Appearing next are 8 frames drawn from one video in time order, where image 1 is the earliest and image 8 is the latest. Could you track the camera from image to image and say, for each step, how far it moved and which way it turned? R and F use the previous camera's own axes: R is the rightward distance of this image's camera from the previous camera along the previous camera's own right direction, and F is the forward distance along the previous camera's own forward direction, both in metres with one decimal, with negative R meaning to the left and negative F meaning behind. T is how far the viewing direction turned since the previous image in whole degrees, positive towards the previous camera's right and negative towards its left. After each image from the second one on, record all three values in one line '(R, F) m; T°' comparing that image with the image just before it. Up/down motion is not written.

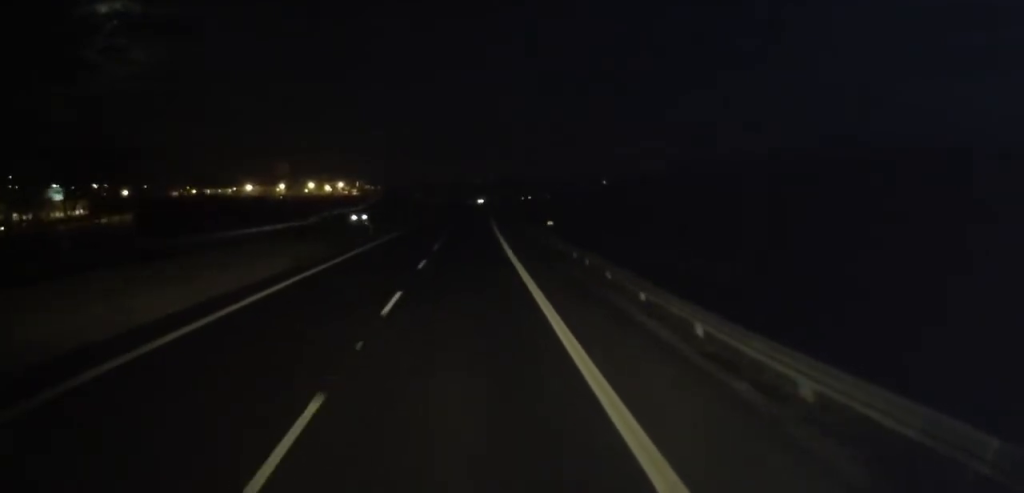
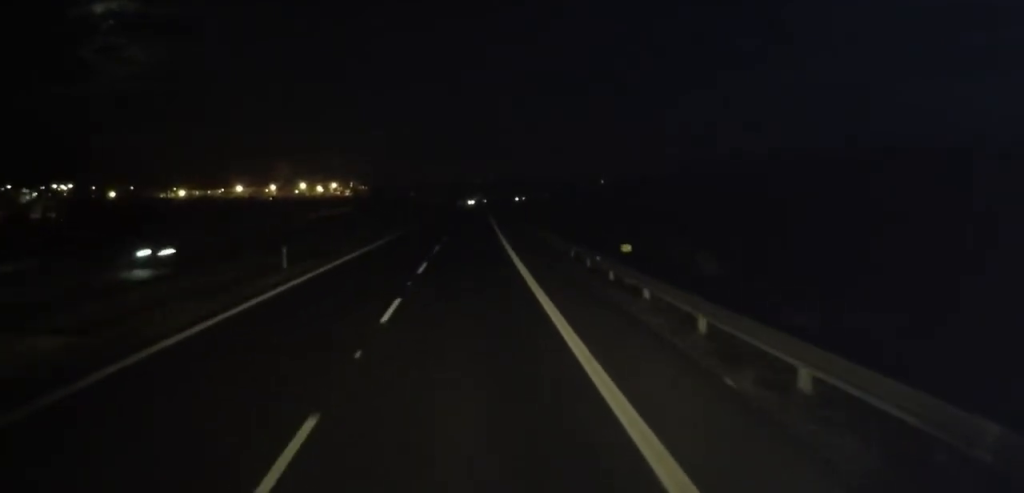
(0.0, +18.6) m; 0°
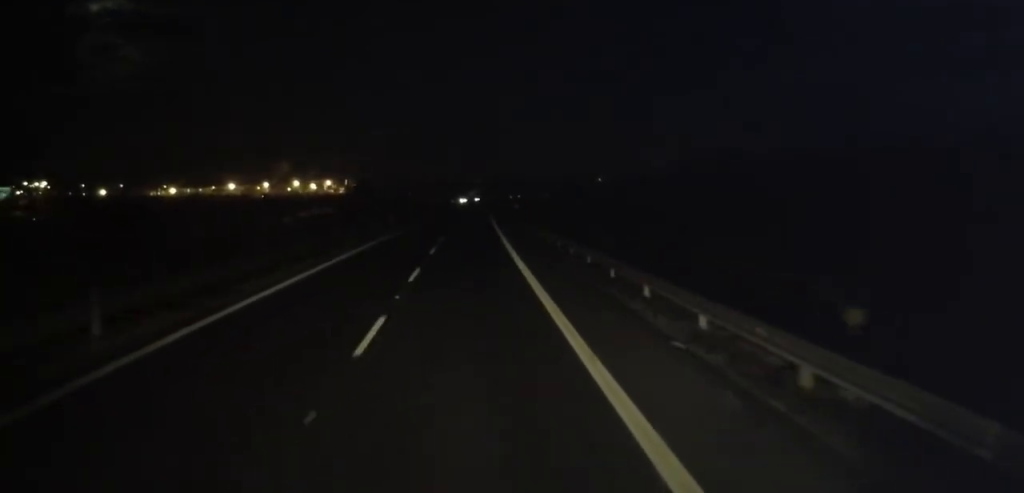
(+0.3, +12.0) m; 0°
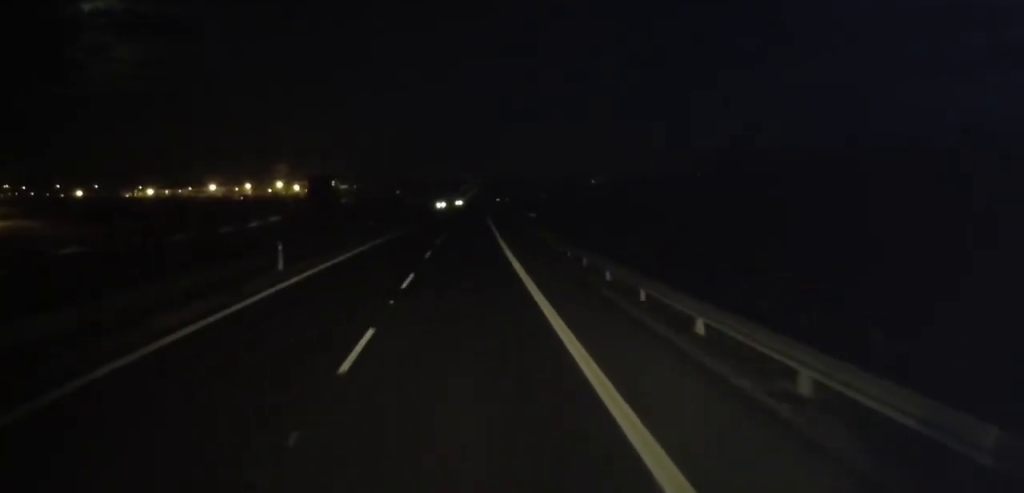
(-0.2, +27.8) m; +1°
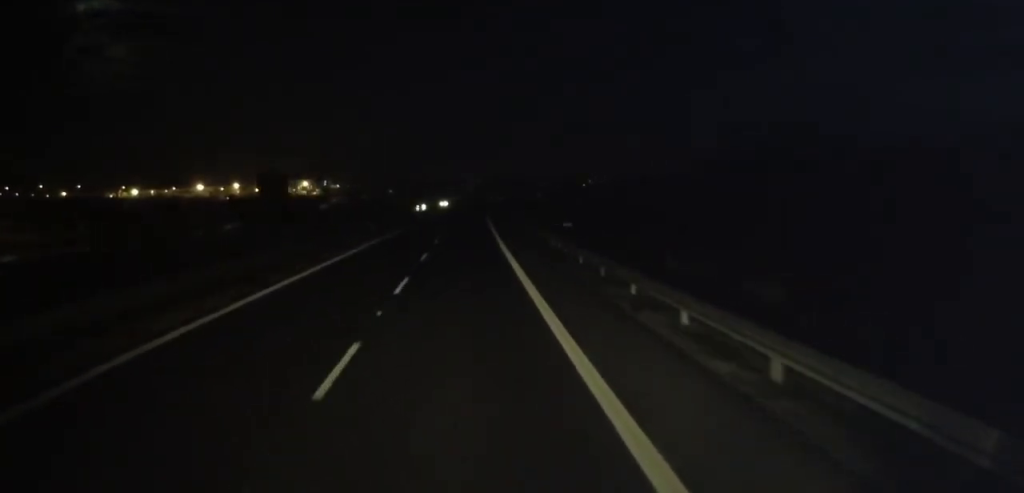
(+0.3, +19.2) m; +1°
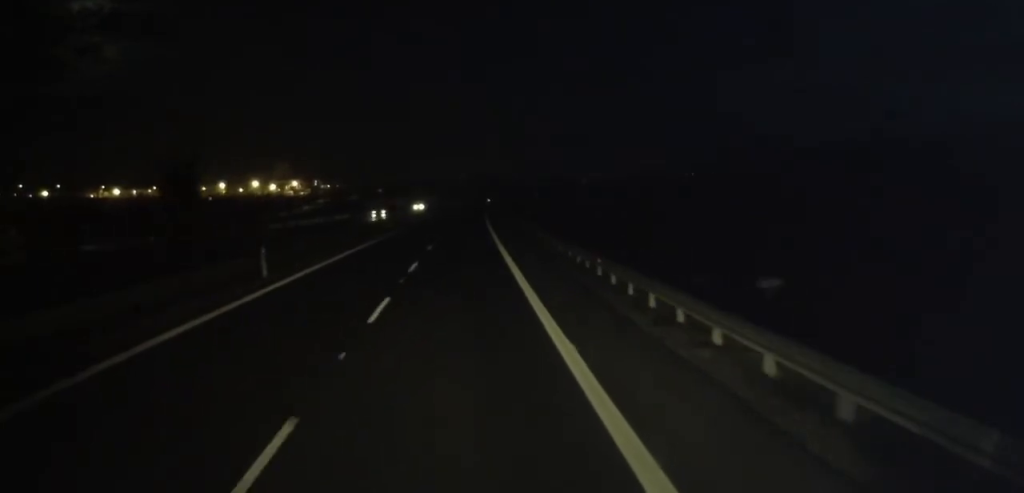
(0.0, +21.9) m; 0°
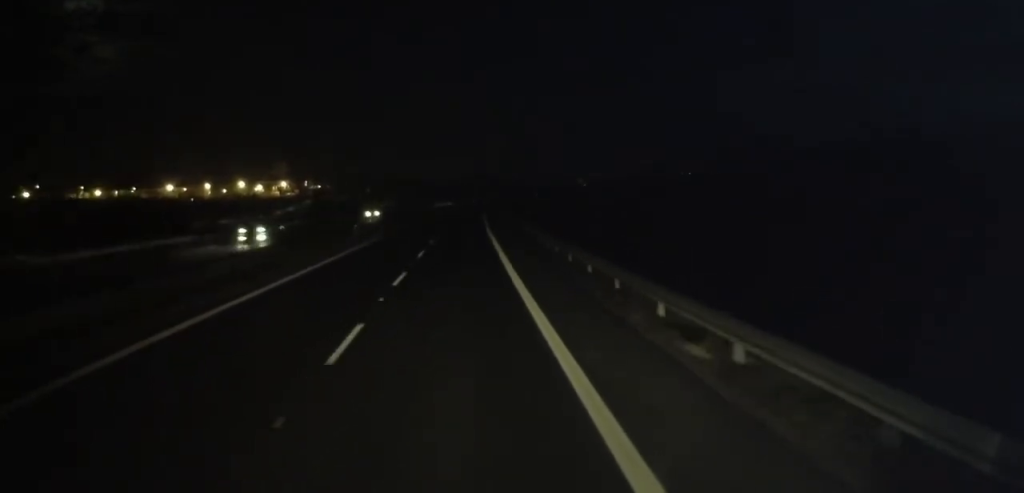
(0.0, +21.2) m; 0°
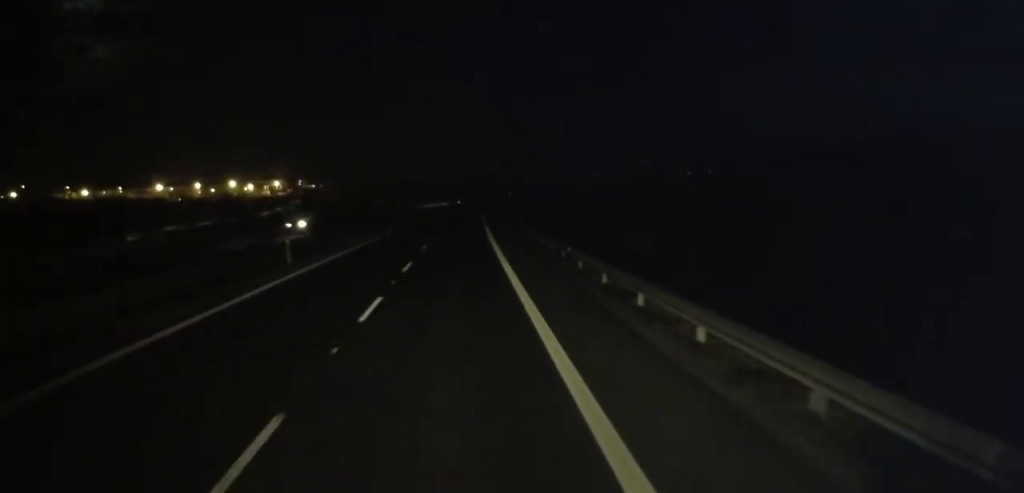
(+0.1, +14.6) m; 0°
